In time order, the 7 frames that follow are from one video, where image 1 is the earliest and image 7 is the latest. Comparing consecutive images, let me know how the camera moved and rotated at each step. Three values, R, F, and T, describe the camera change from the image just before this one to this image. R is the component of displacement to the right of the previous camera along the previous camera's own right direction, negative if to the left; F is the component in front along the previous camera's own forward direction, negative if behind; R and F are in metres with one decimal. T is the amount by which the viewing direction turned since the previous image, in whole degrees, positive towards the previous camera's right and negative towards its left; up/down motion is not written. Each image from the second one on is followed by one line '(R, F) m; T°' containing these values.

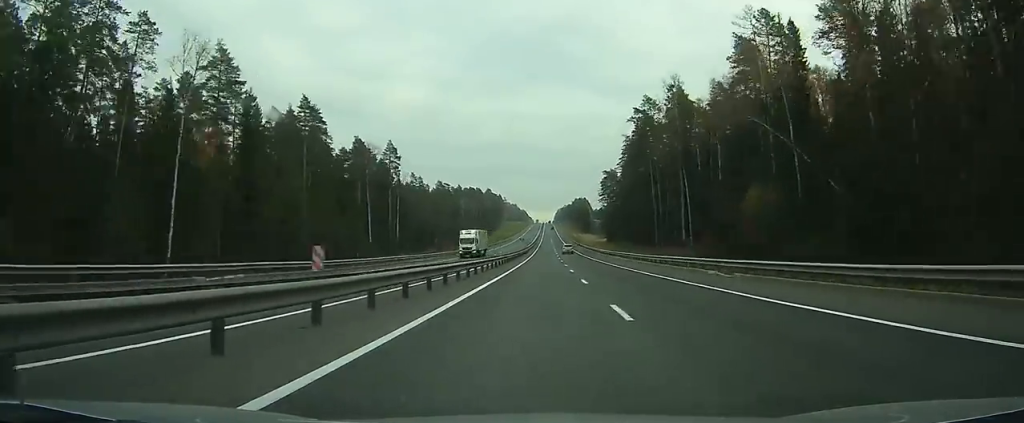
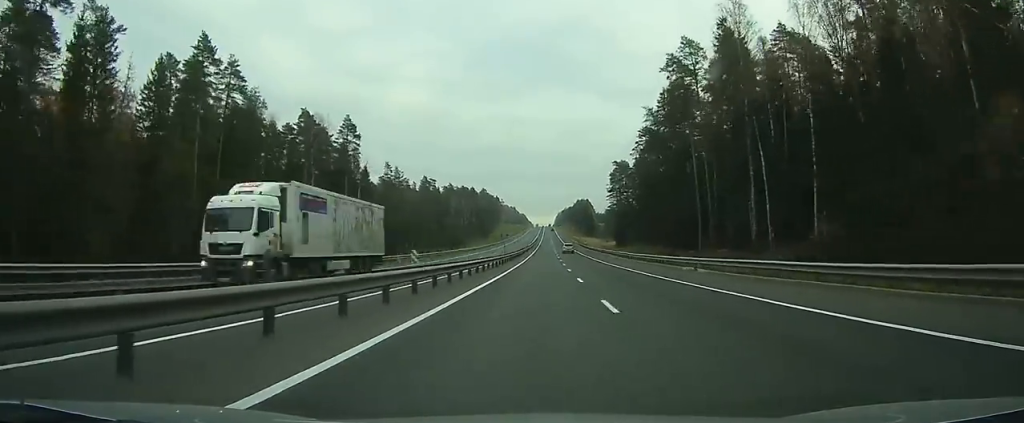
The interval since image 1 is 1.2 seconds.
(0.0, +32.5) m; 0°
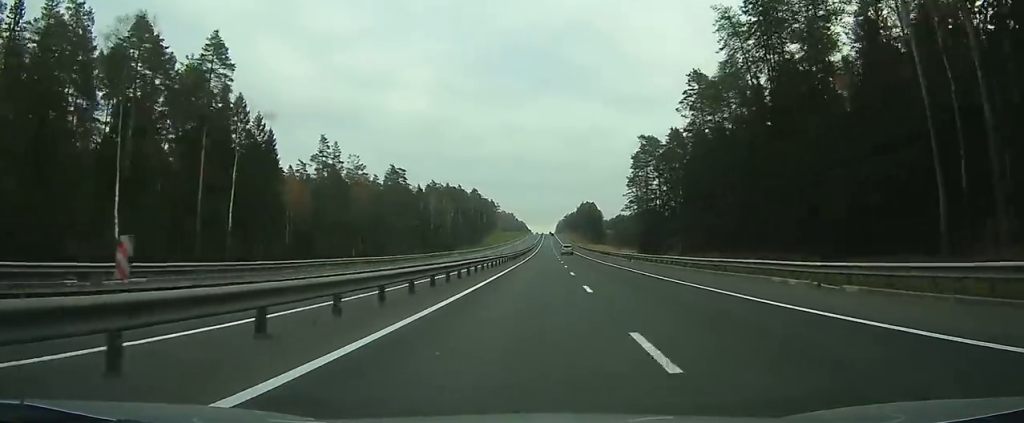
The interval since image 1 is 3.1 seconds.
(-0.1, +49.3) m; 0°
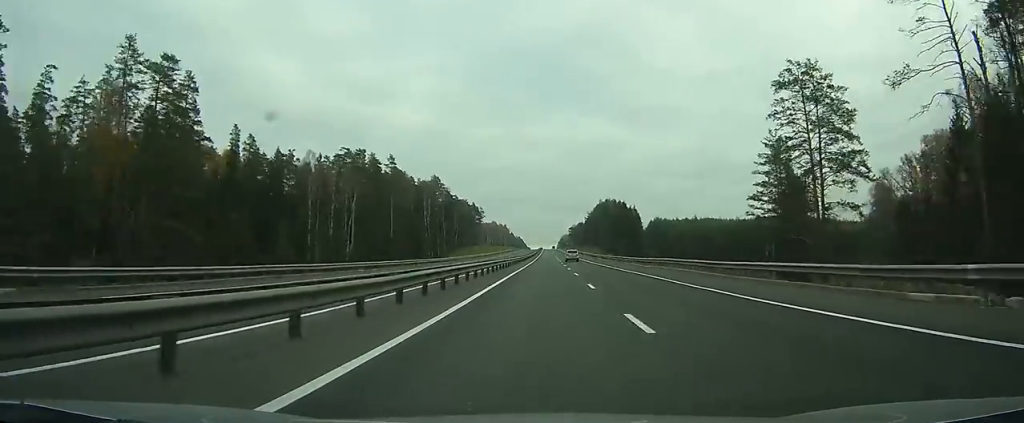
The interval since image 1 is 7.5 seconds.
(-0.5, +132.4) m; 0°
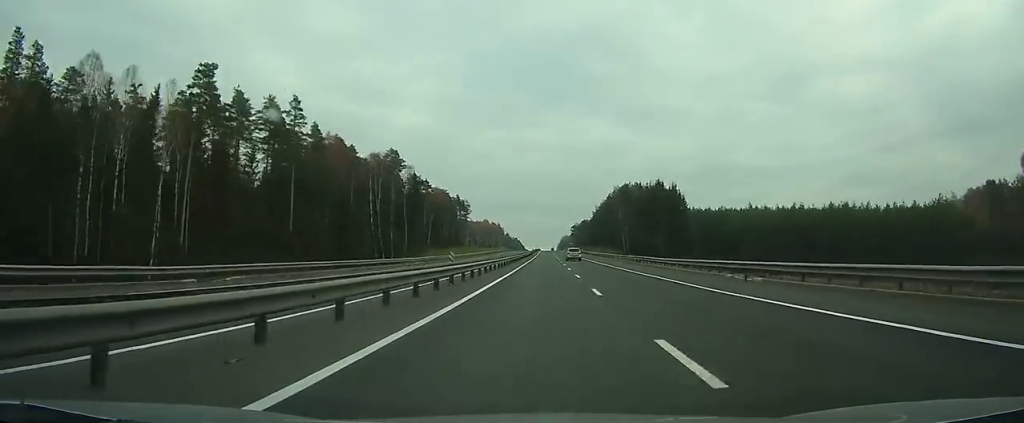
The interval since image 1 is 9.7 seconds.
(0.0, +65.1) m; 0°
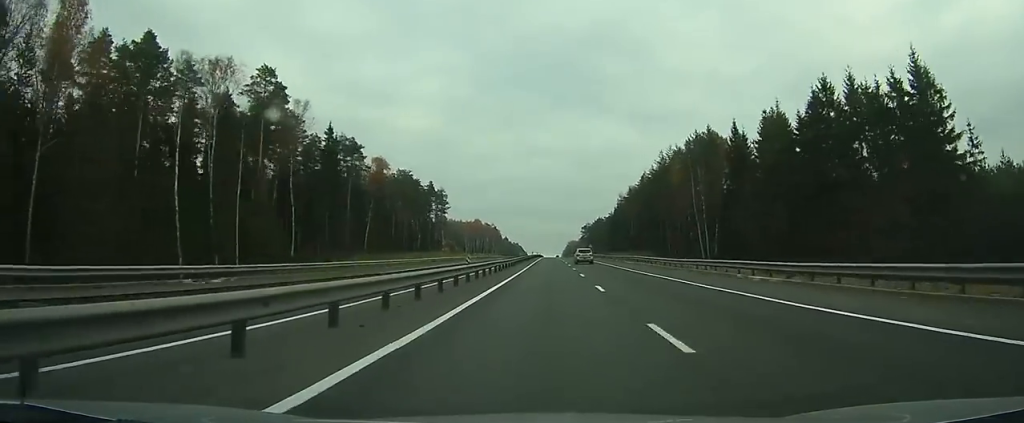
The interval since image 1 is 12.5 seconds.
(0.0, +77.0) m; 0°
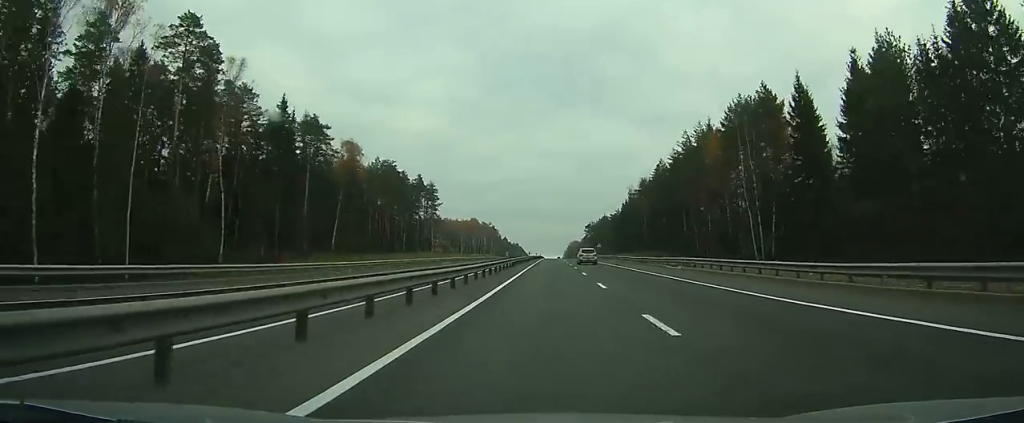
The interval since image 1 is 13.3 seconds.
(0.0, +21.0) m; 0°
